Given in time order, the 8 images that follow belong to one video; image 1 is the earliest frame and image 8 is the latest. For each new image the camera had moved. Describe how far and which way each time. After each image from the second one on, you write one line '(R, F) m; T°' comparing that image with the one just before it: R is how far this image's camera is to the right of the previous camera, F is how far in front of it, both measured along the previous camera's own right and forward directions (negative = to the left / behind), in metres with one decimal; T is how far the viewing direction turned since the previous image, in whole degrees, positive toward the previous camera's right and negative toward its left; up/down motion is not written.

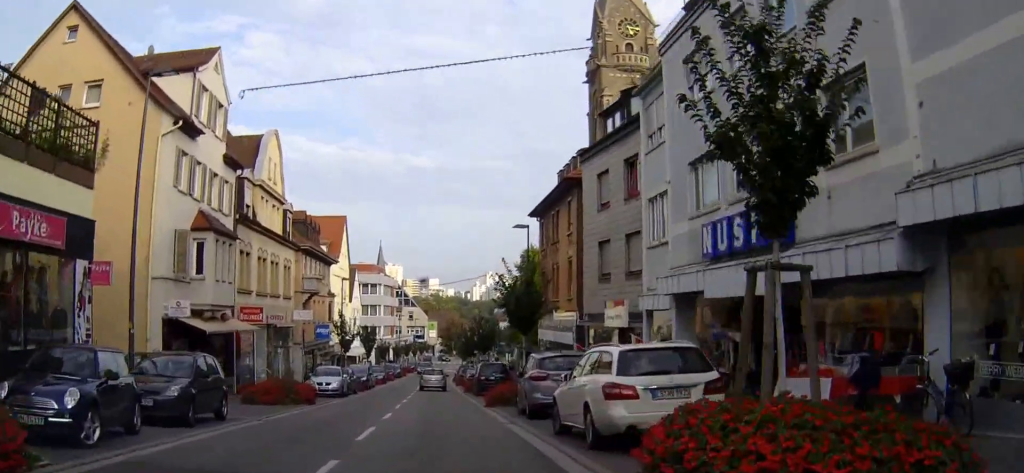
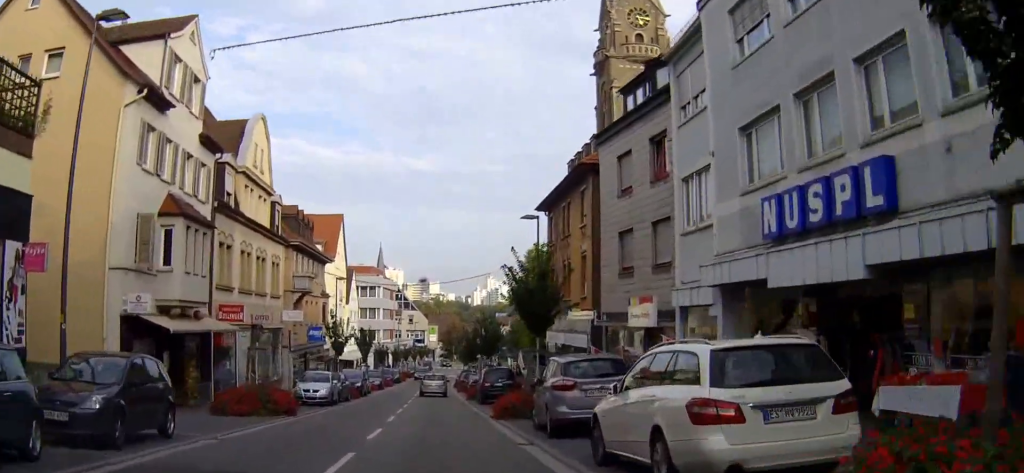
(0.0, +3.9) m; 0°
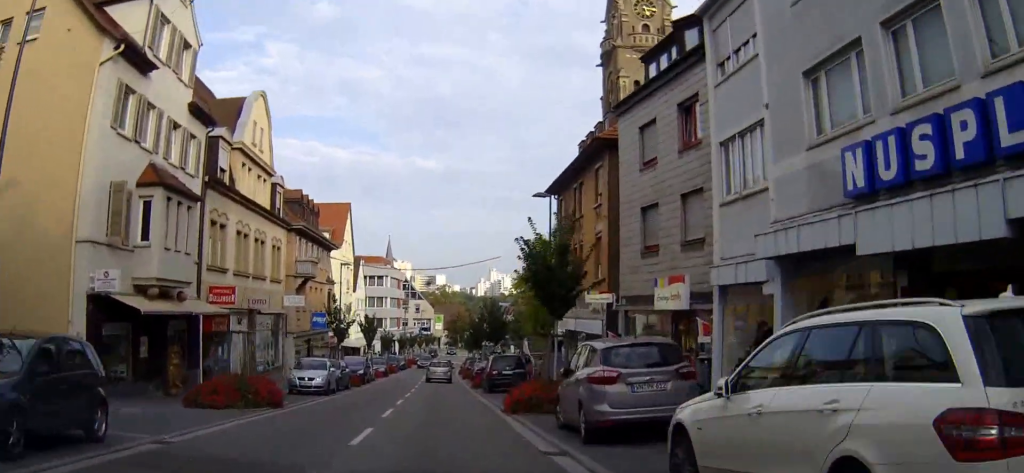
(0.0, +4.2) m; 0°
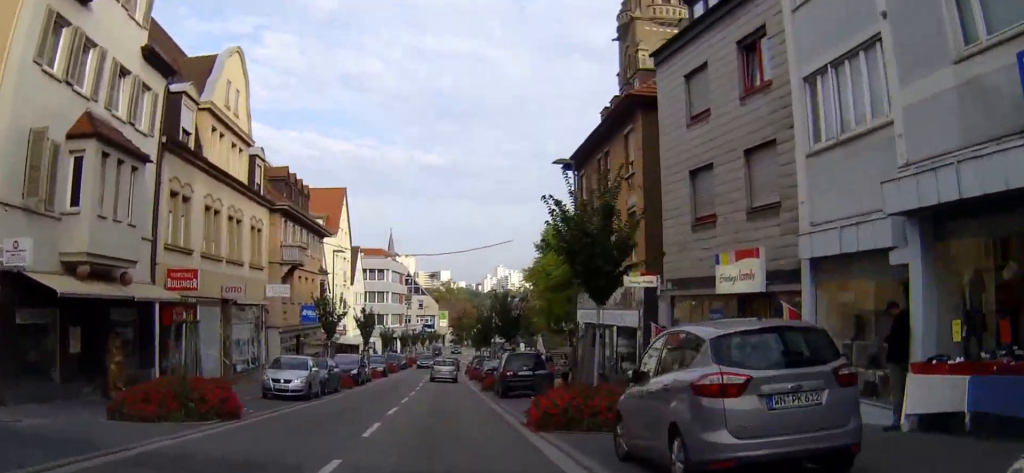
(0.0, +4.5) m; 0°
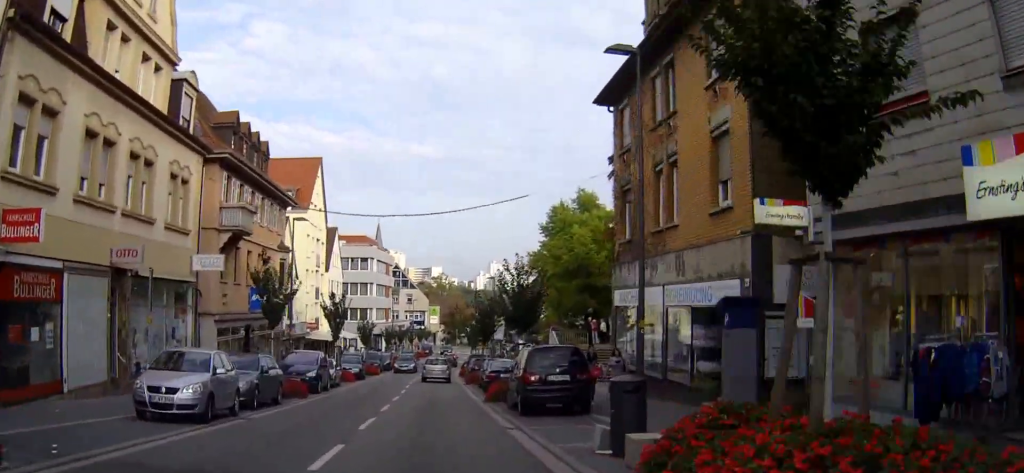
(+0.1, +9.7) m; 0°
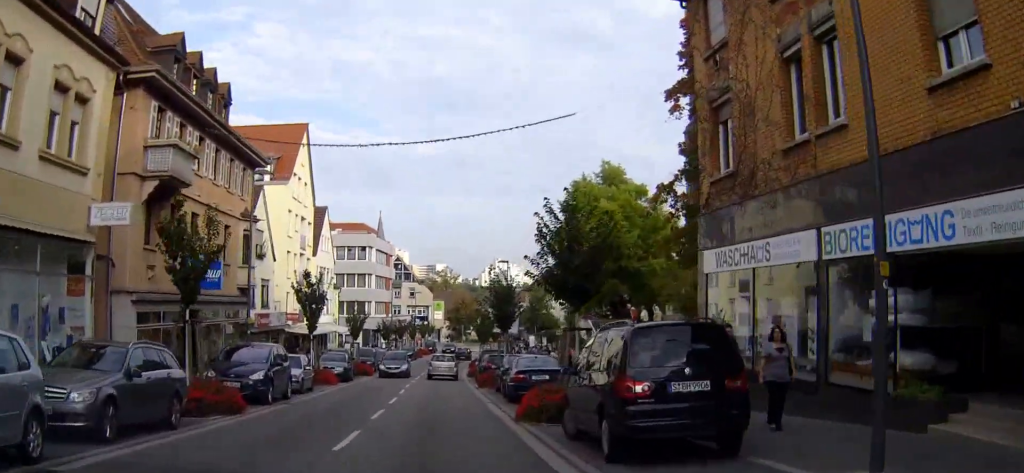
(0.0, +9.8) m; 0°
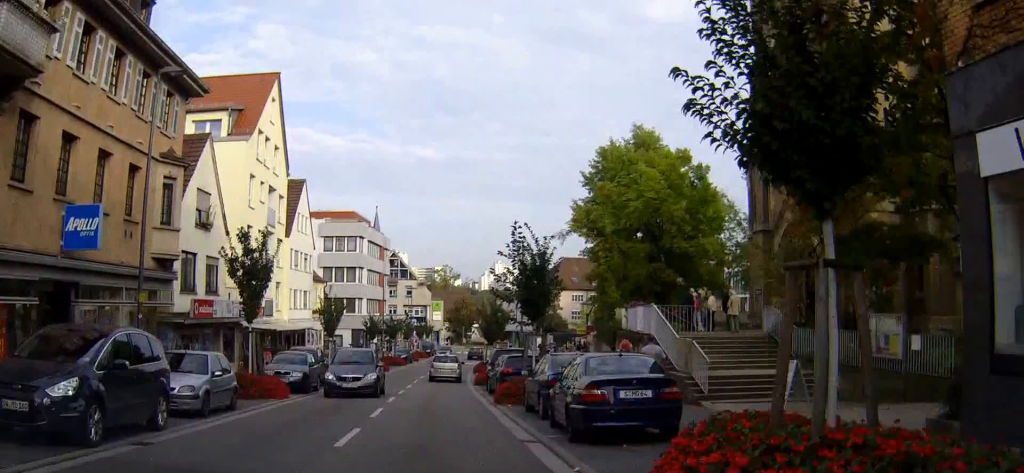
(0.0, +11.5) m; -1°
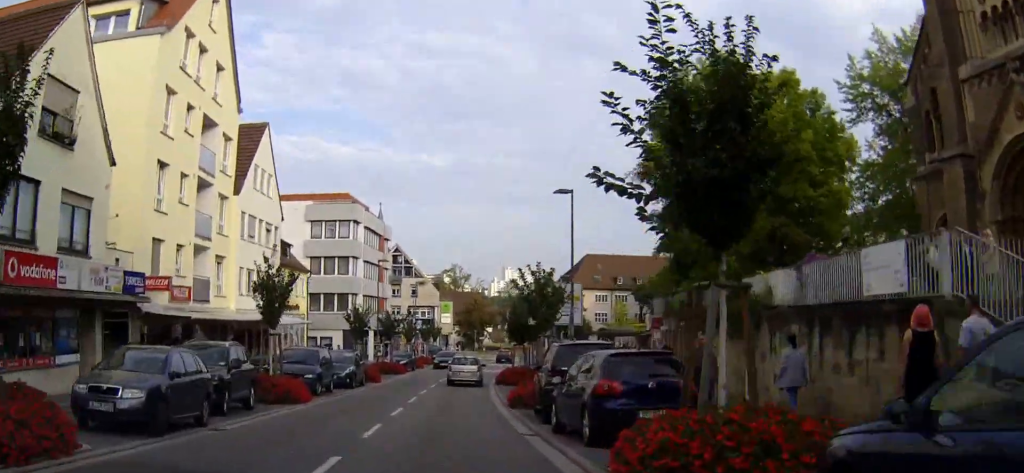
(+0.2, +15.7) m; +2°
